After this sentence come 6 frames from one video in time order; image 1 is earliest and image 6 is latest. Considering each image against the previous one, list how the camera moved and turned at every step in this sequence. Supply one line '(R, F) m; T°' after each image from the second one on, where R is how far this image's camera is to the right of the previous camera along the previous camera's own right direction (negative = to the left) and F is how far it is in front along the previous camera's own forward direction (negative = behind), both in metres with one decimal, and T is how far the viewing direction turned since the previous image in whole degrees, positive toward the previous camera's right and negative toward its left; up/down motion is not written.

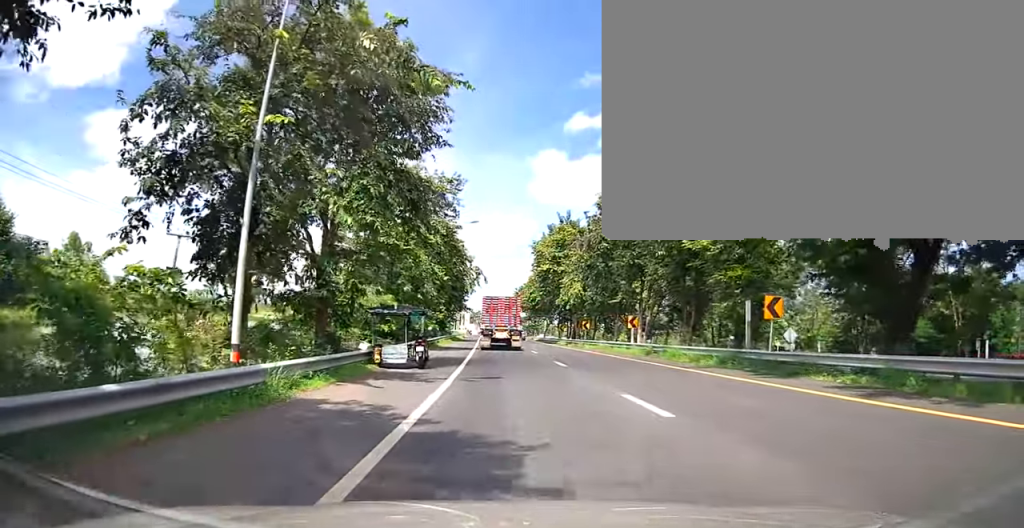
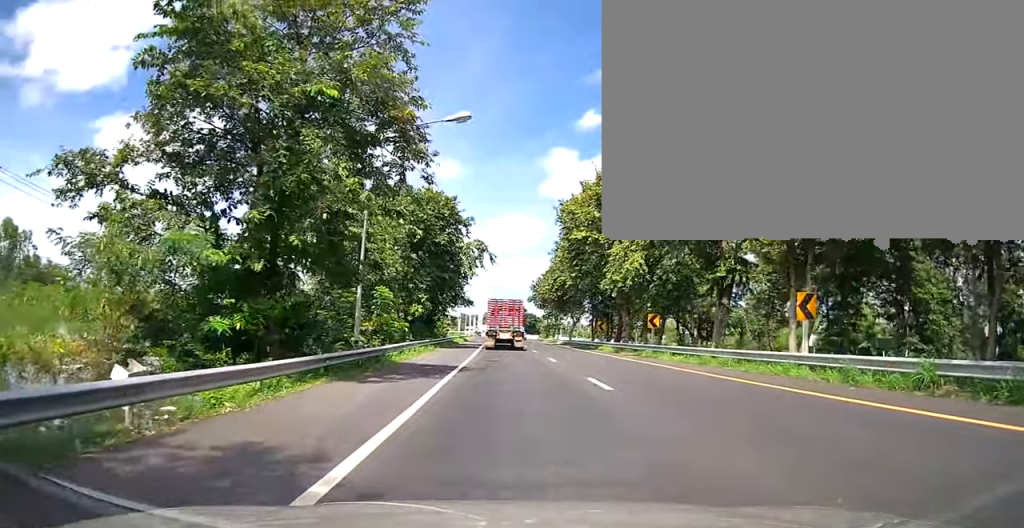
(-0.3, +20.2) m; -1°
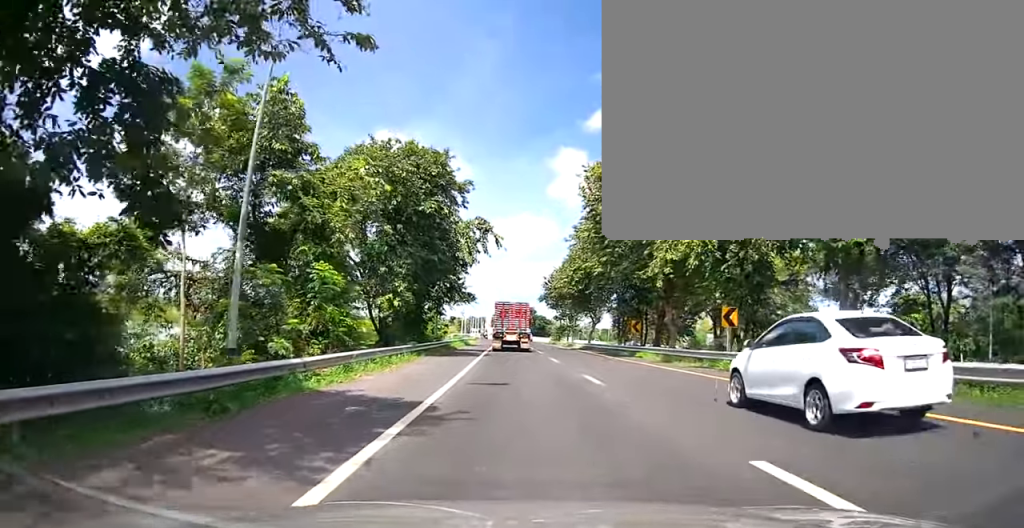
(0.0, +9.8) m; 0°
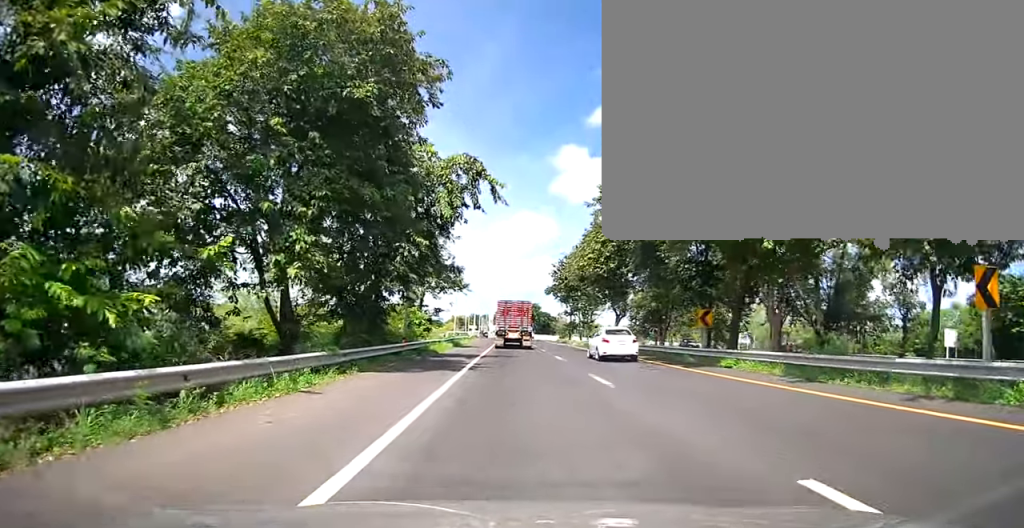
(0.0, +12.5) m; 0°
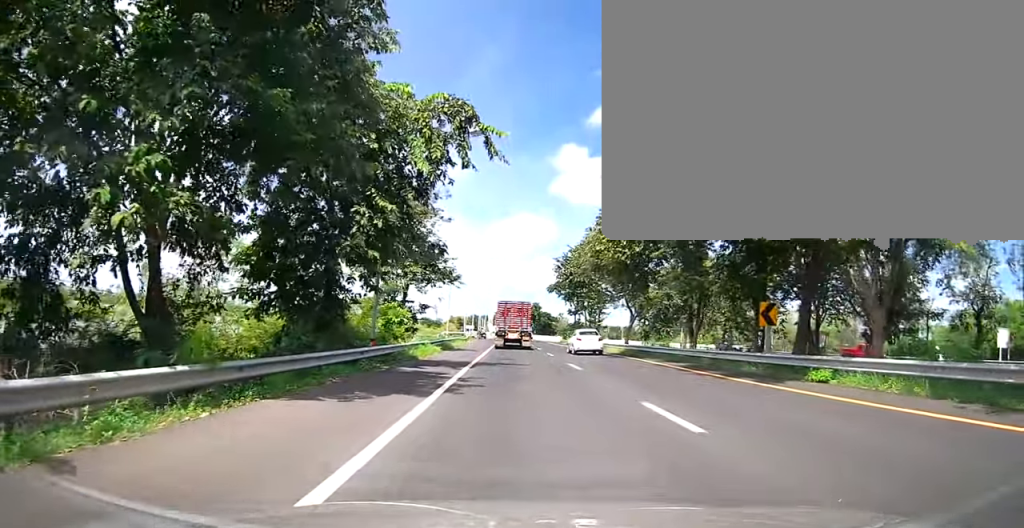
(0.0, +6.1) m; 0°
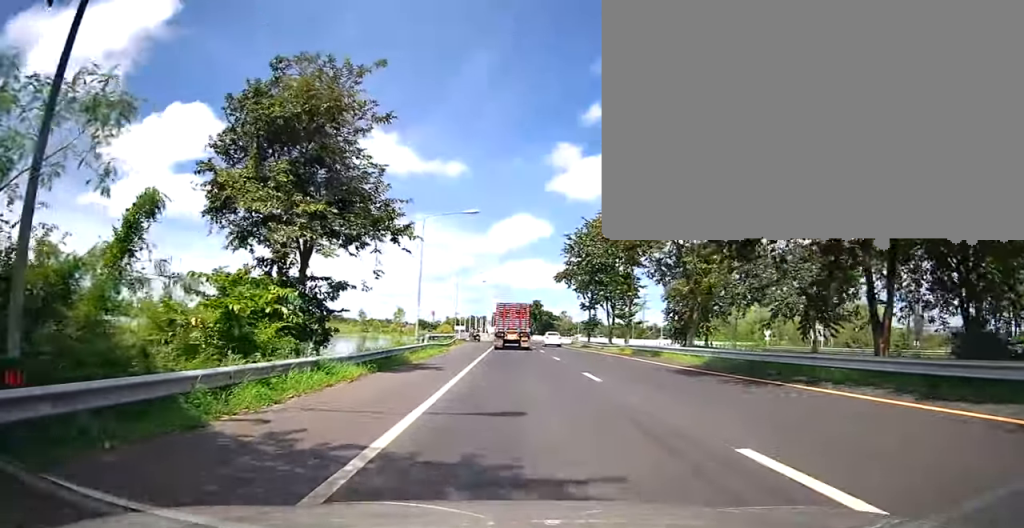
(0.0, +16.3) m; +1°
